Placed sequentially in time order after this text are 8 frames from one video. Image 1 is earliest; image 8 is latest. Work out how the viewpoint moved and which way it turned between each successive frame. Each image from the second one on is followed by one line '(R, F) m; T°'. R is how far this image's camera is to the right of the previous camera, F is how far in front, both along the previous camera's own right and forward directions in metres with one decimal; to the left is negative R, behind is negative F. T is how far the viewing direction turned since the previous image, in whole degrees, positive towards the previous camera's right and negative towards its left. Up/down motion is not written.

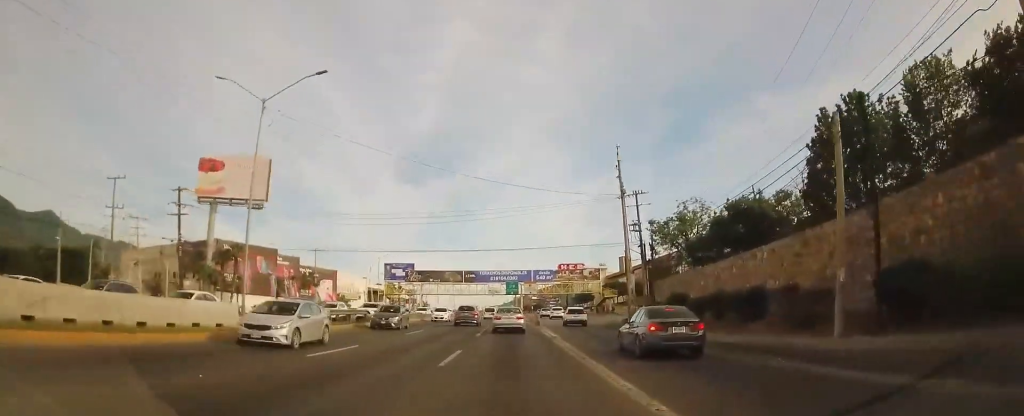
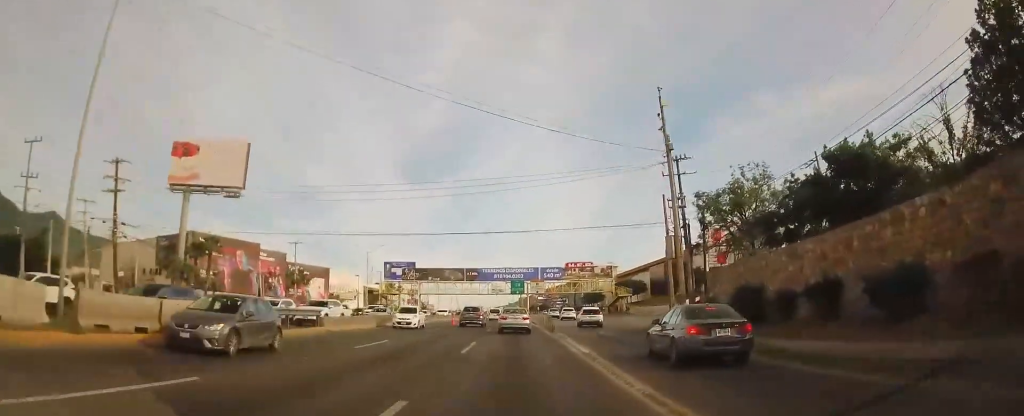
(-0.1, +10.5) m; -1°
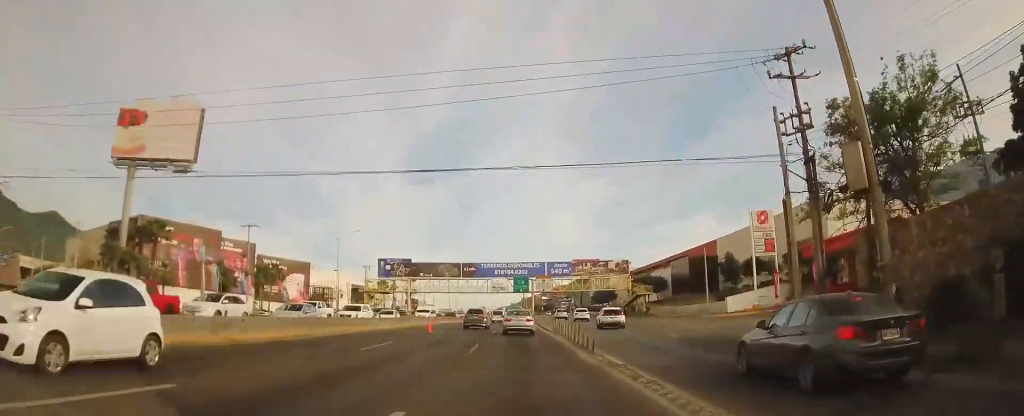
(-0.2, +15.4) m; -1°
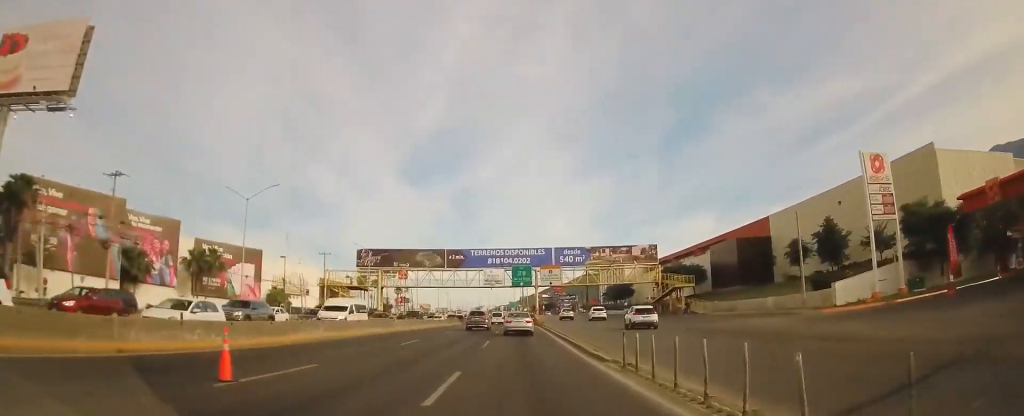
(-0.1, +24.3) m; +1°
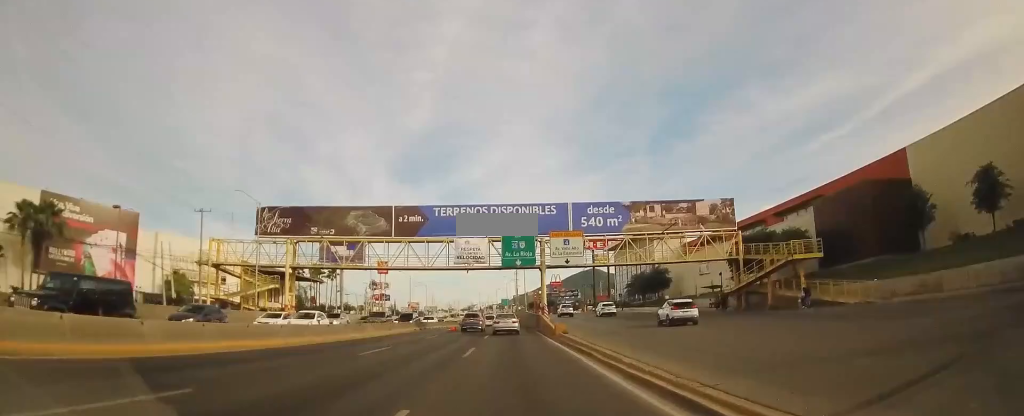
(+0.6, +35.3) m; +1°
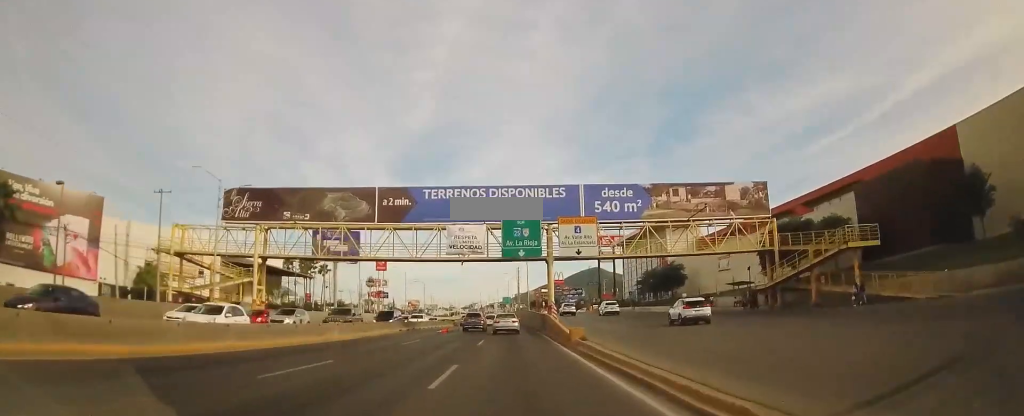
(+0.1, +7.6) m; 0°
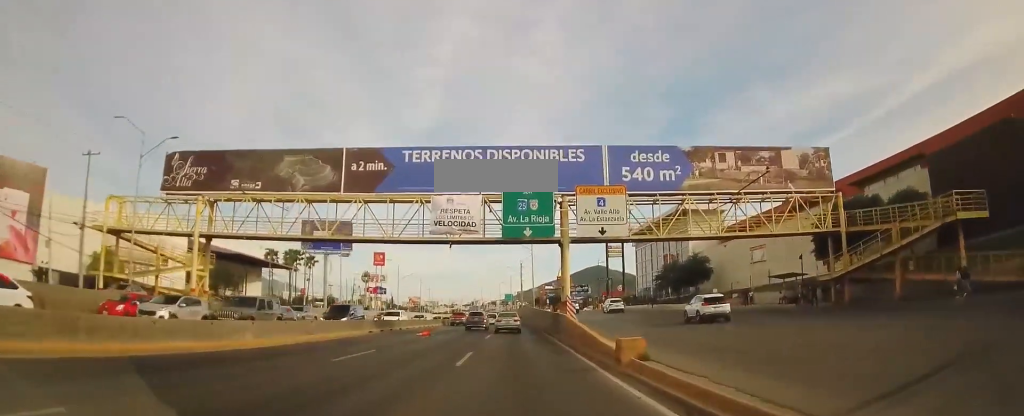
(-0.2, +10.5) m; 0°
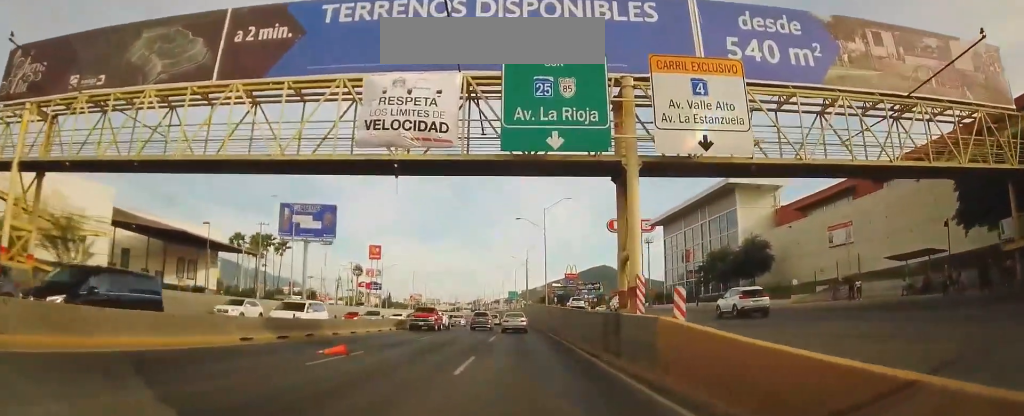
(+0.1, +17.8) m; +1°
